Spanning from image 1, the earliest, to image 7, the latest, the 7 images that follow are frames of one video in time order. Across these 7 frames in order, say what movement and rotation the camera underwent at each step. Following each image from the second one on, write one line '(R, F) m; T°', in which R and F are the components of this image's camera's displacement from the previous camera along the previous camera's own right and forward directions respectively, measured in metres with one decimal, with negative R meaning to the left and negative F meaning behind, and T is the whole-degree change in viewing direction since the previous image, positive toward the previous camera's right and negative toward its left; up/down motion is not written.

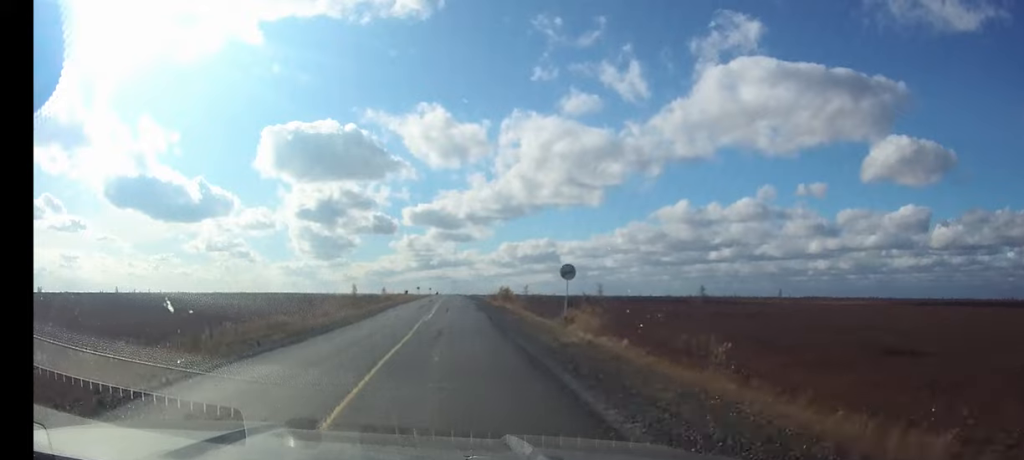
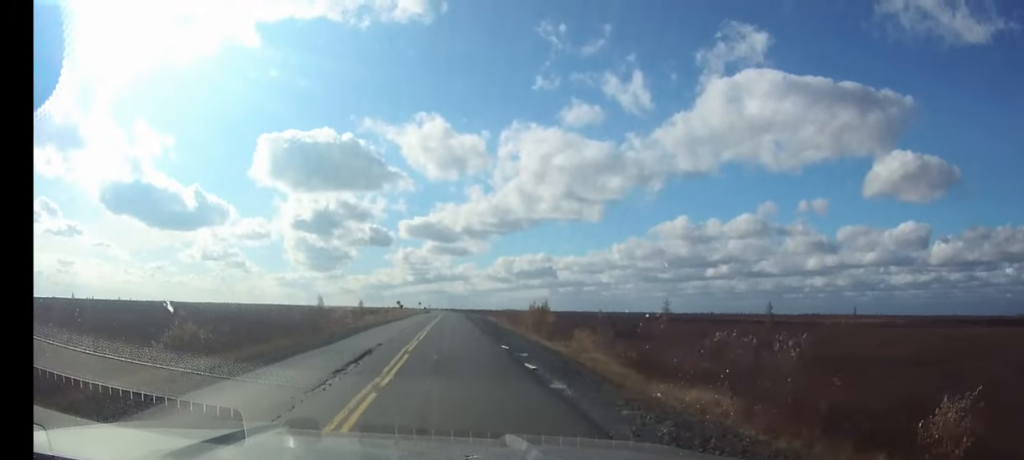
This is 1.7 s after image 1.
(+0.1, +41.4) m; 0°
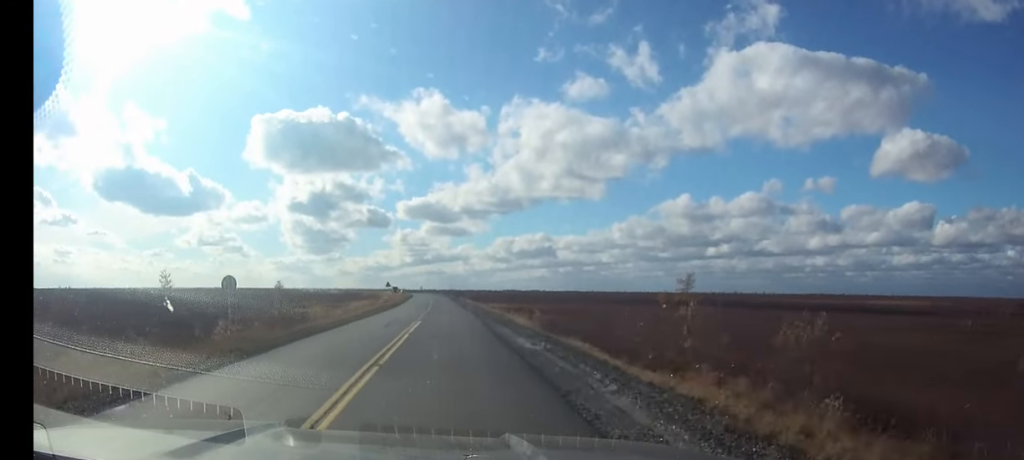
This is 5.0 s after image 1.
(0.0, +77.4) m; 0°
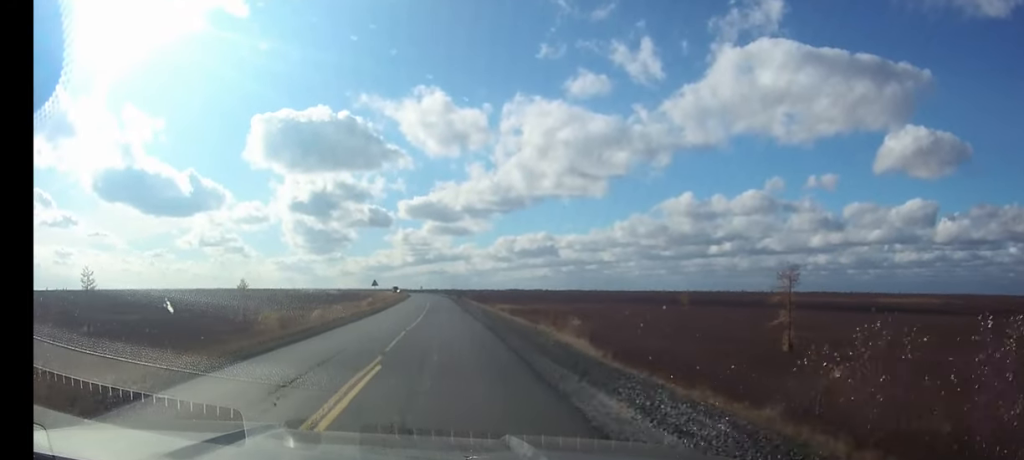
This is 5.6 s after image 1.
(0.0, +15.8) m; 0°
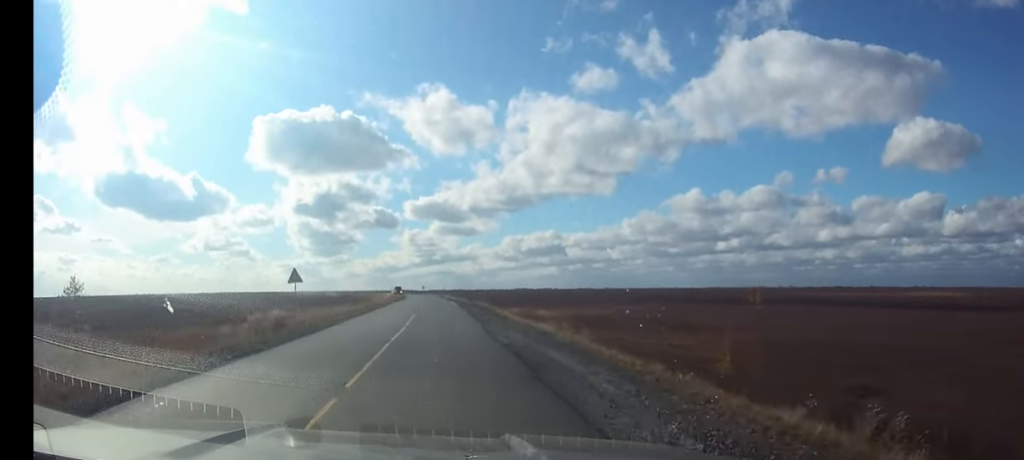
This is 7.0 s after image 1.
(-0.2, +33.8) m; -1°
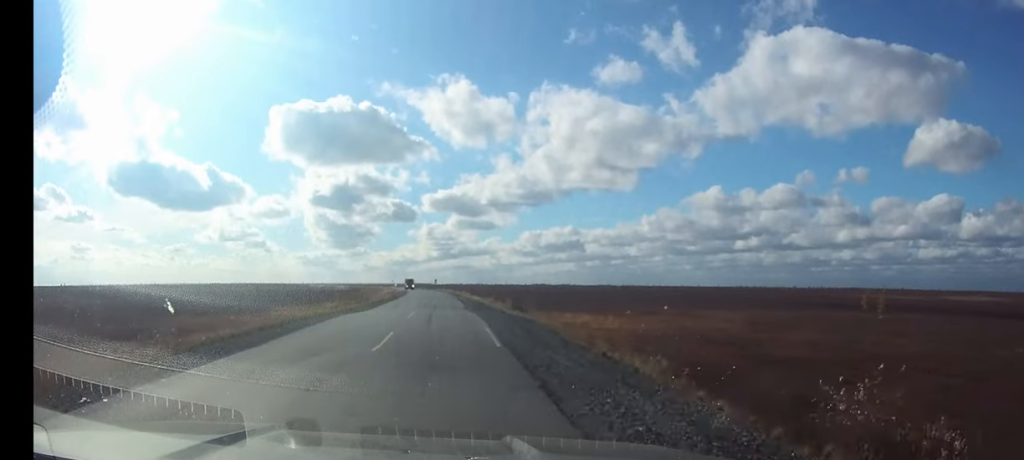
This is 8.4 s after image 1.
(-0.3, +32.9) m; -1°
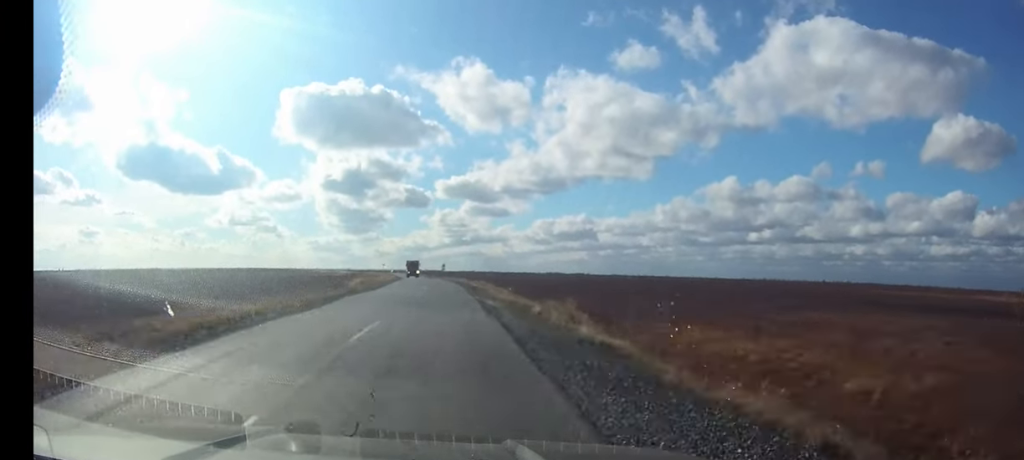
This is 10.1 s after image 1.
(-0.4, +37.2) m; -1°
